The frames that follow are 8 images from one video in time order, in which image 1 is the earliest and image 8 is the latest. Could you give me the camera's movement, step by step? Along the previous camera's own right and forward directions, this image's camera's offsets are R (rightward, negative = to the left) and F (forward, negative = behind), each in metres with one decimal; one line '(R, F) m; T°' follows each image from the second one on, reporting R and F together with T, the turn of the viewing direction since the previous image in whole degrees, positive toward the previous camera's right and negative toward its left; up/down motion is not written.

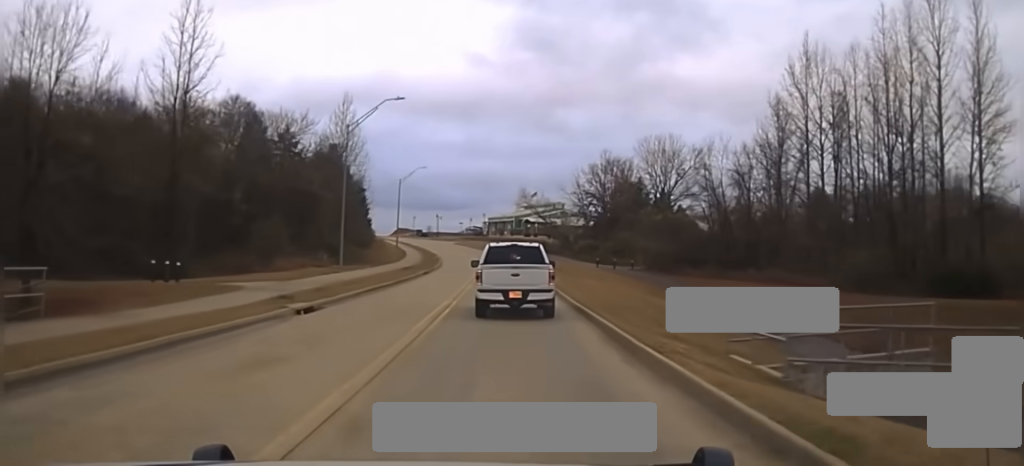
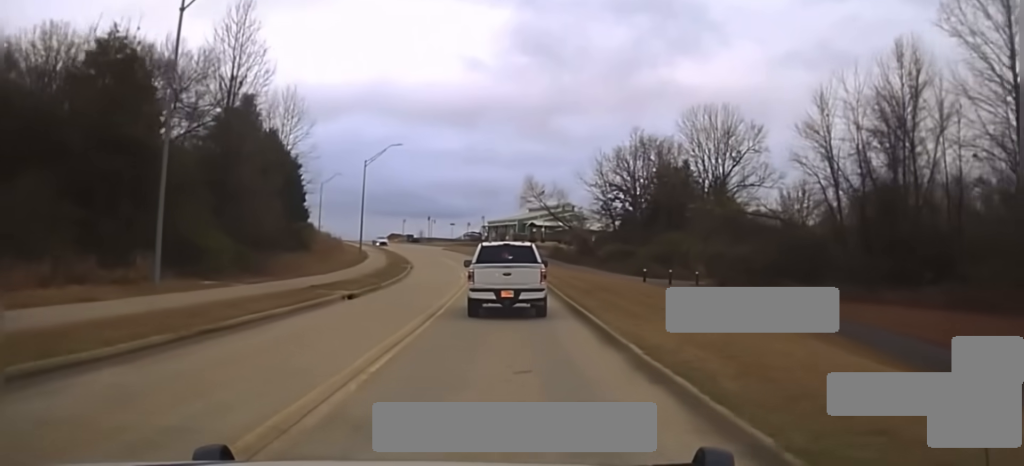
(-0.2, +32.6) m; -1°
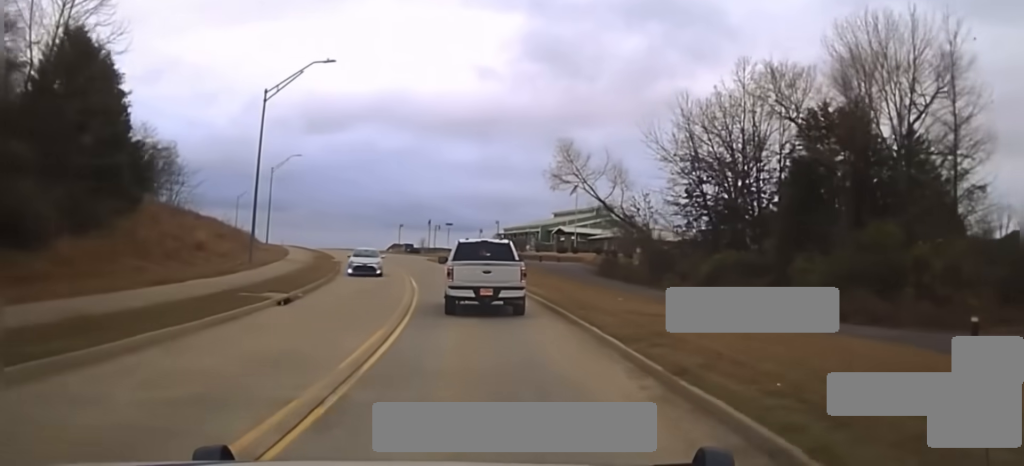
(+0.1, +38.2) m; 0°
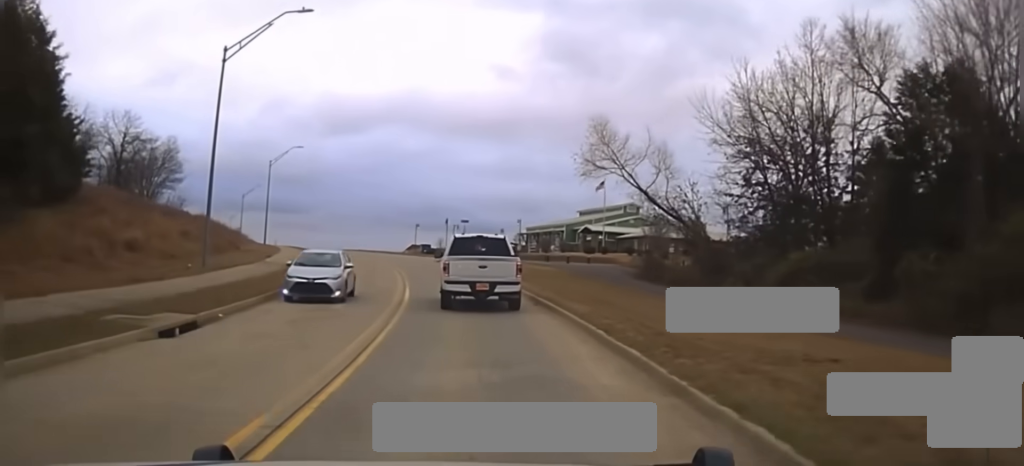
(-0.1, +8.7) m; -2°
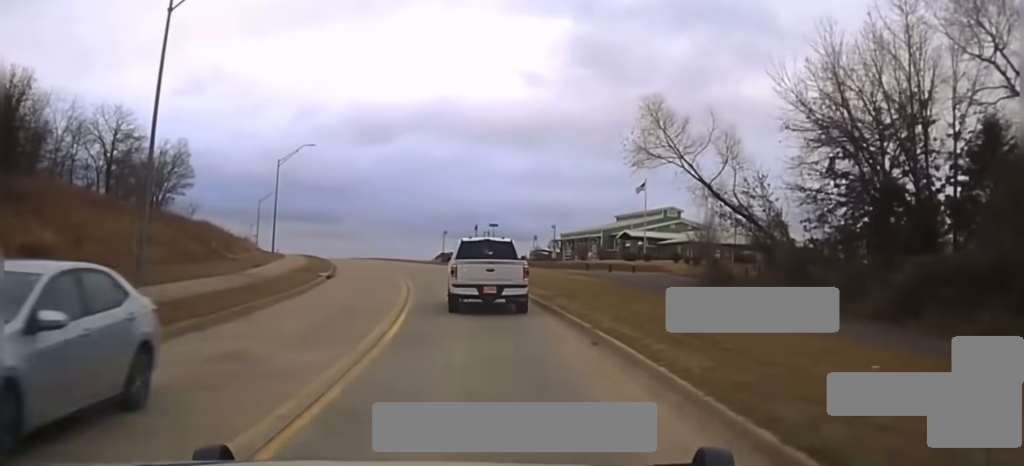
(+0.2, +8.4) m; -2°
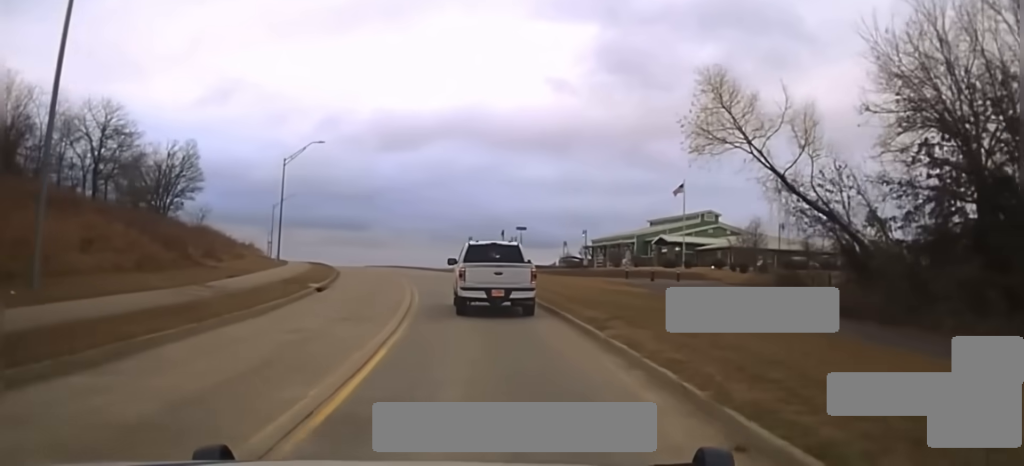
(-0.4, +8.2) m; -2°
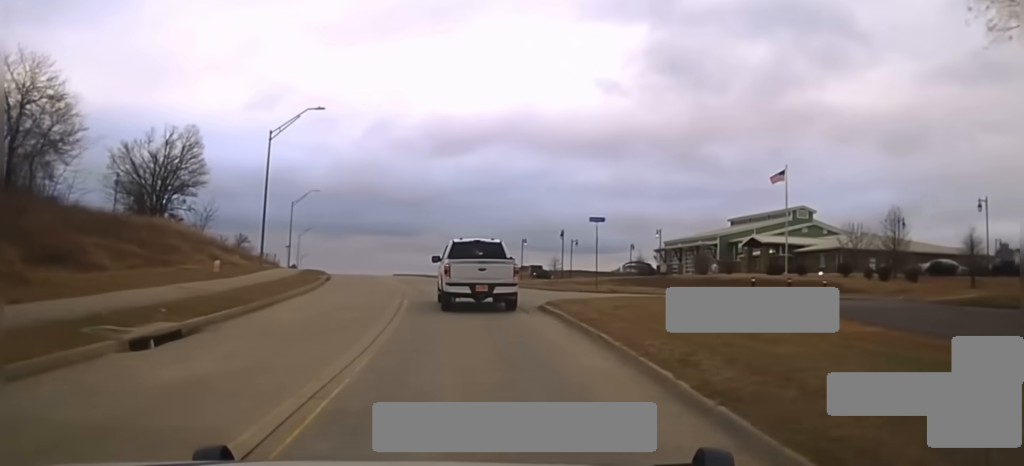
(-1.0, +21.1) m; -5°
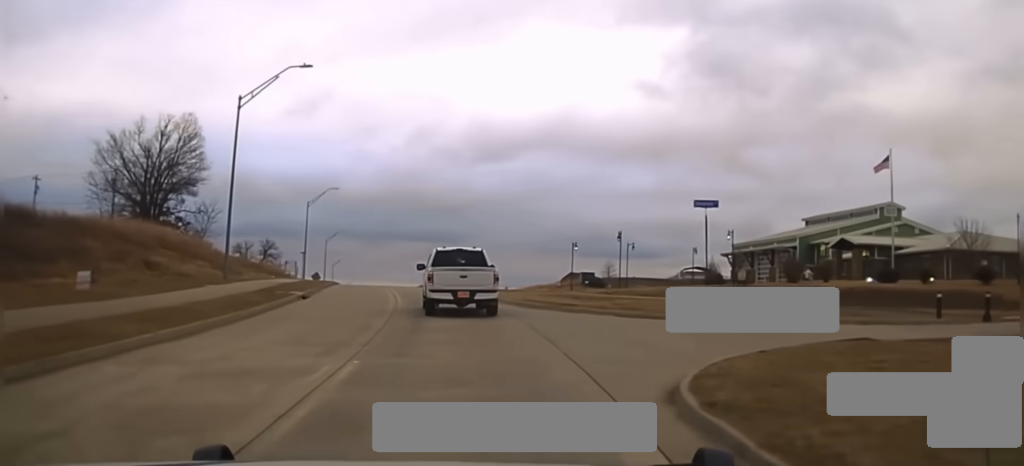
(-0.5, +17.1) m; -3°
